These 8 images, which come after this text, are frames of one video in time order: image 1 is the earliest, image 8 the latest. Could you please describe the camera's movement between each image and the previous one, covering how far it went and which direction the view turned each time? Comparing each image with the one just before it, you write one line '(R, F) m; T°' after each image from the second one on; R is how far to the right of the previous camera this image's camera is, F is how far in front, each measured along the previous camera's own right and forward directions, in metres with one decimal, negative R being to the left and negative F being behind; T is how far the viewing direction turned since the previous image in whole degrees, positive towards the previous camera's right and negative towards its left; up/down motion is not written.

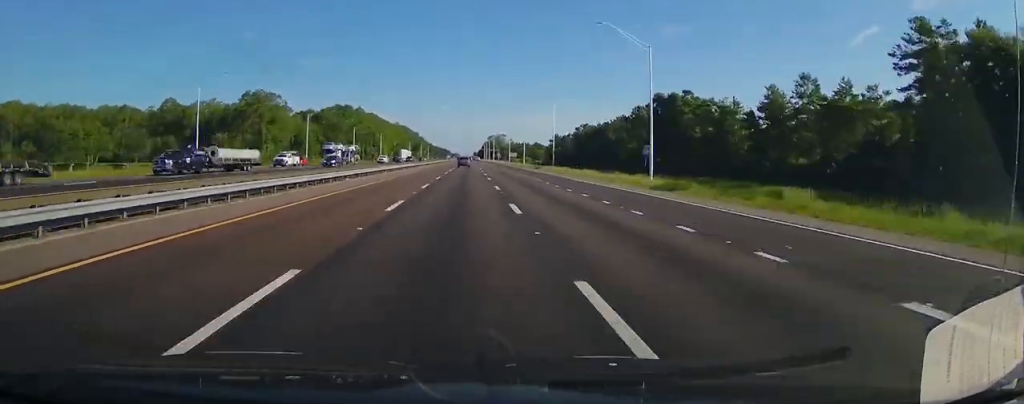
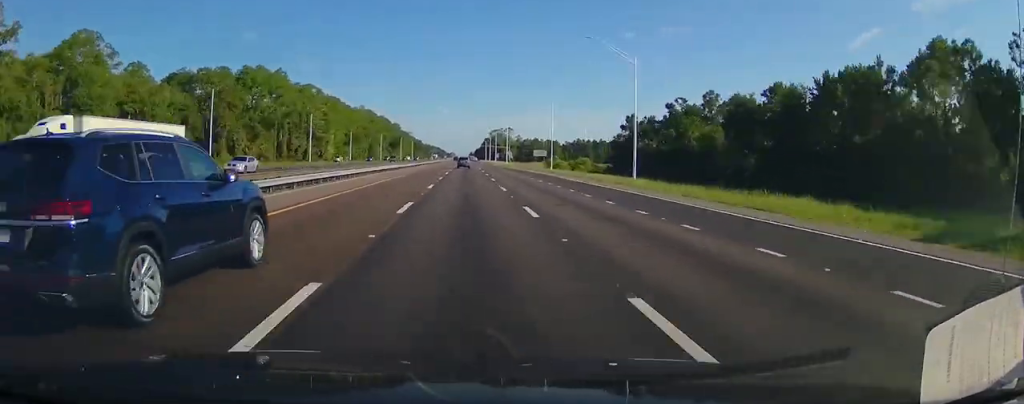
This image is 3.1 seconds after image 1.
(-0.2, +109.1) m; 0°
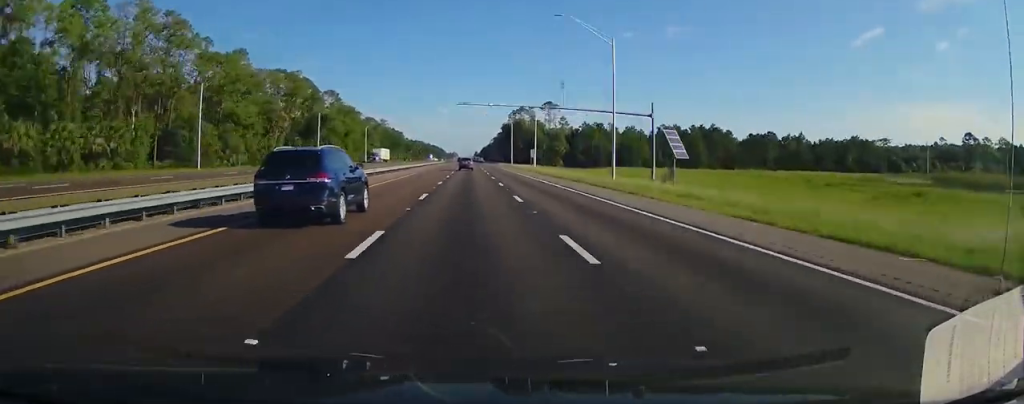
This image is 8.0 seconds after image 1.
(+0.1, +176.5) m; 0°
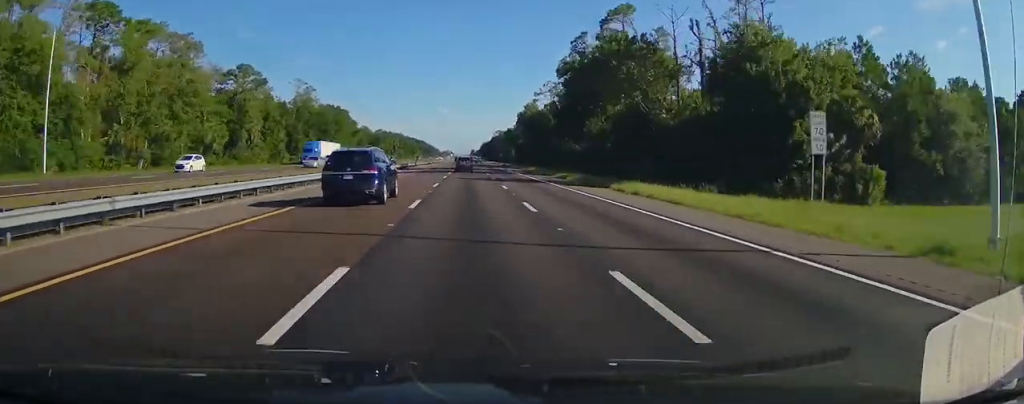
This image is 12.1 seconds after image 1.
(-0.2, +148.0) m; 0°
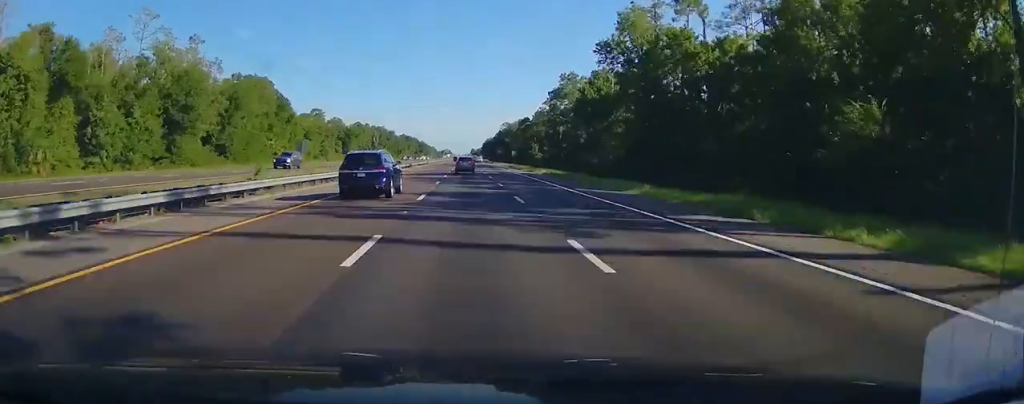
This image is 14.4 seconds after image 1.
(0.0, +80.7) m; 0°
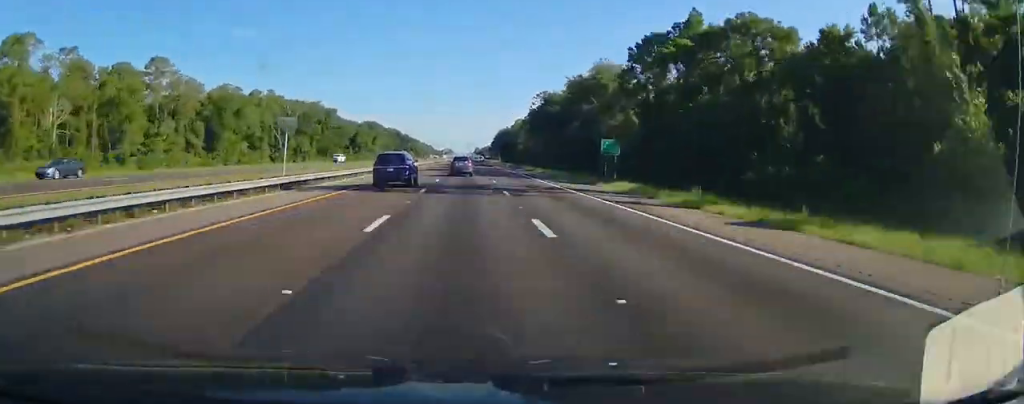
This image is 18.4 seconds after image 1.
(+0.2, +142.2) m; 0°
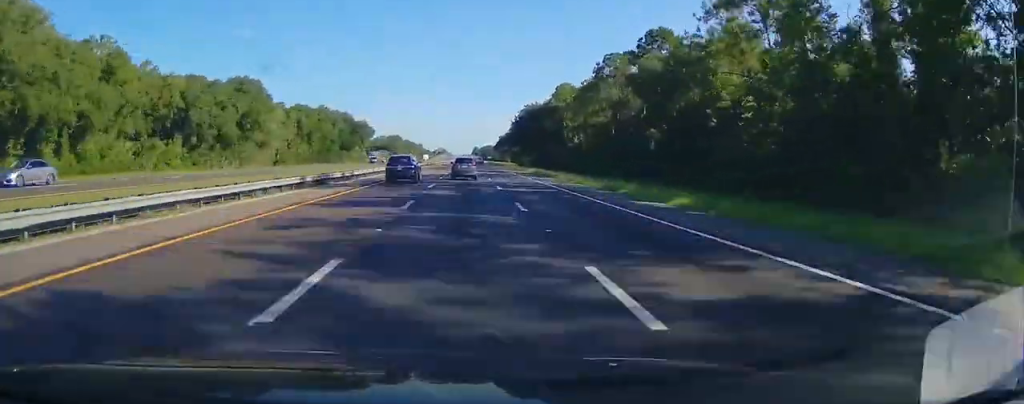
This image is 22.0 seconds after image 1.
(+0.3, +127.9) m; 0°
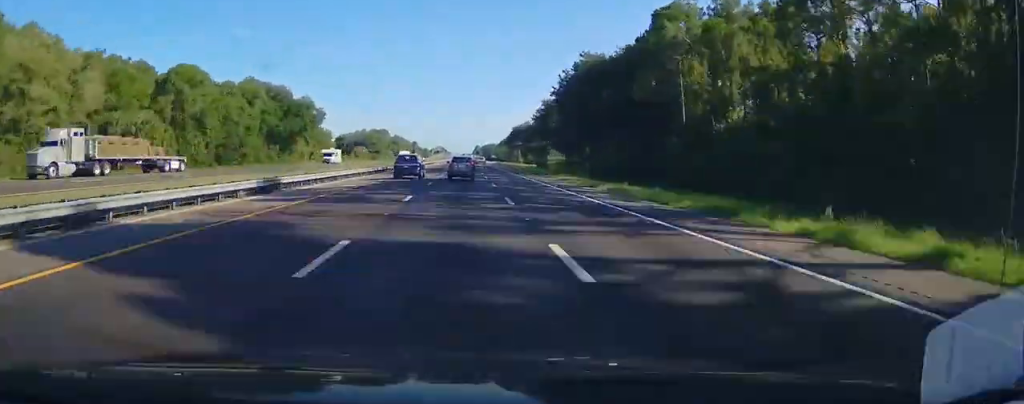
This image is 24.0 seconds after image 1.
(+0.3, +71.1) m; 0°
